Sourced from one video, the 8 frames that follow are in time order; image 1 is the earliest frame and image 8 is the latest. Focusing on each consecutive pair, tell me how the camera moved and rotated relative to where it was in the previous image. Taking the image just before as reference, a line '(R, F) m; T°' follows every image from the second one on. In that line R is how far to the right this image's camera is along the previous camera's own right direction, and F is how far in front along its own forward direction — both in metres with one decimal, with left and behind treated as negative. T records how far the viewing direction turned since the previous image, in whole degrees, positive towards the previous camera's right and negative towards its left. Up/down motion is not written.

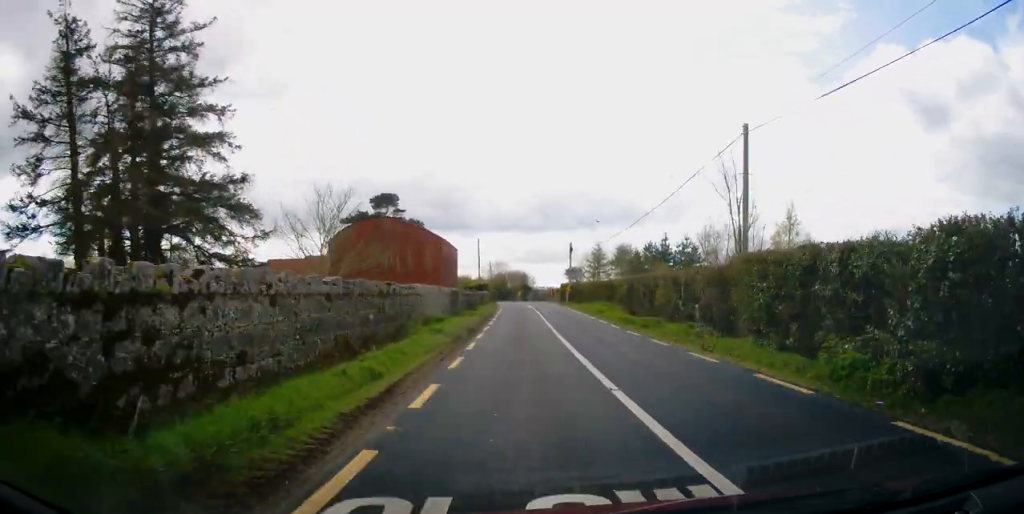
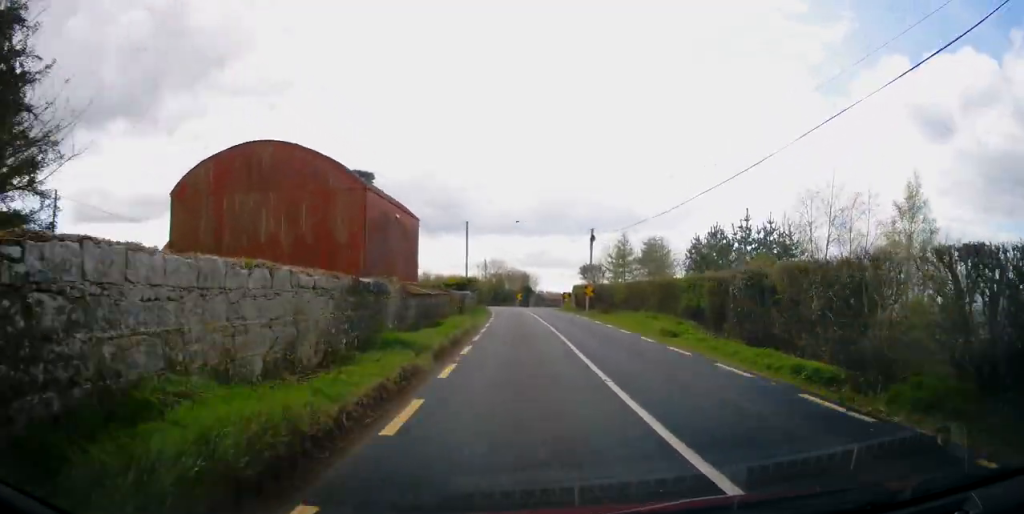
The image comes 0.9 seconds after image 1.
(+0.1, +17.7) m; +1°
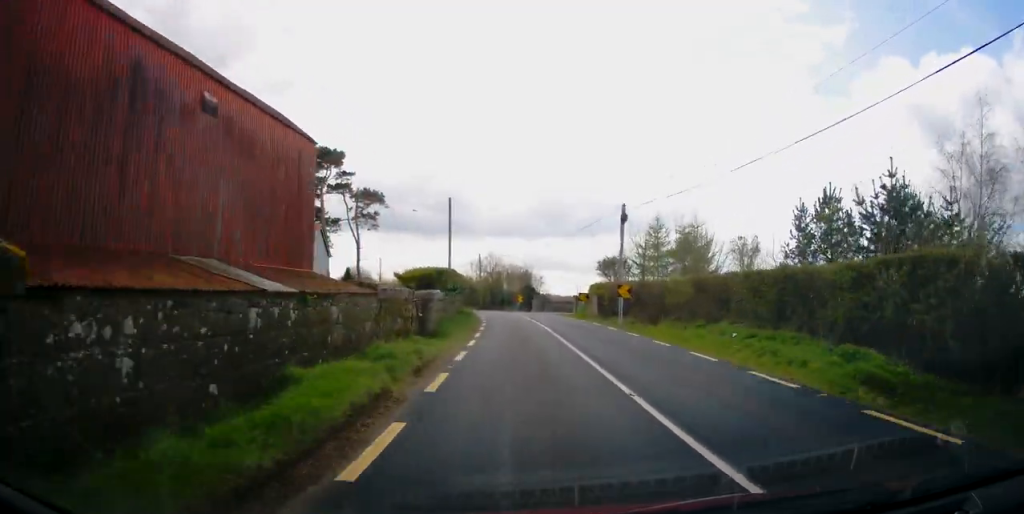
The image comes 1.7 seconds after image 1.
(+0.1, +13.7) m; 0°
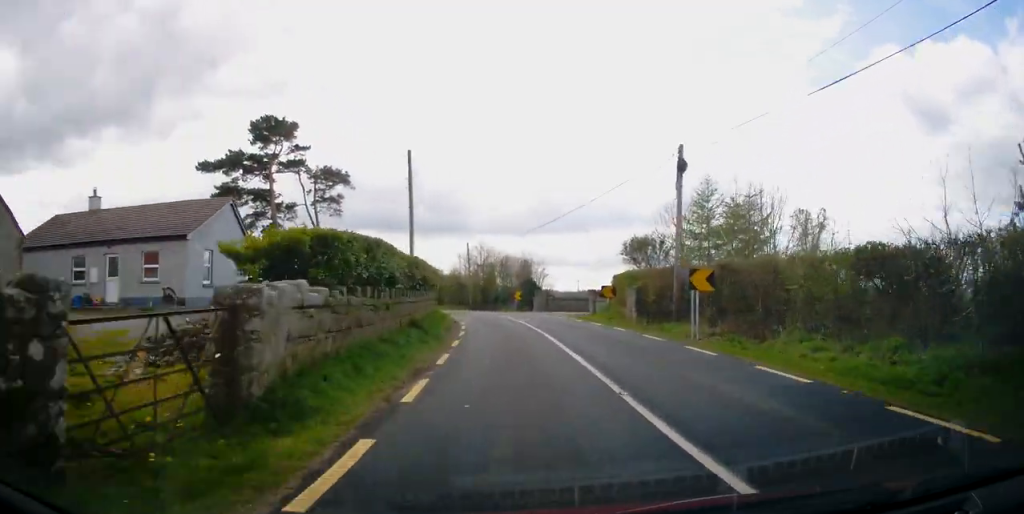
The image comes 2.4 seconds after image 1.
(+0.1, +12.9) m; -1°
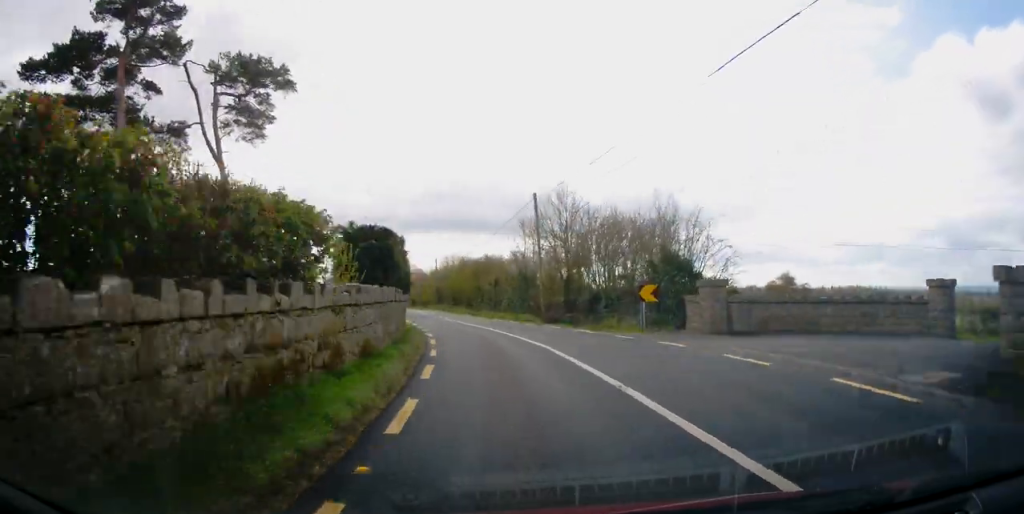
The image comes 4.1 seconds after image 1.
(-0.9, +30.6) m; -5°
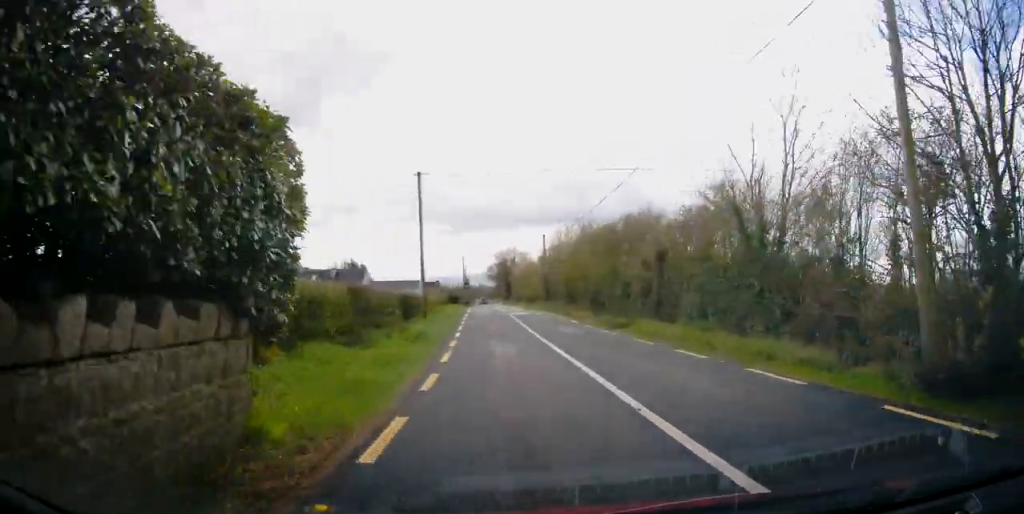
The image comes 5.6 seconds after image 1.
(-1.7, +25.2) m; -10°
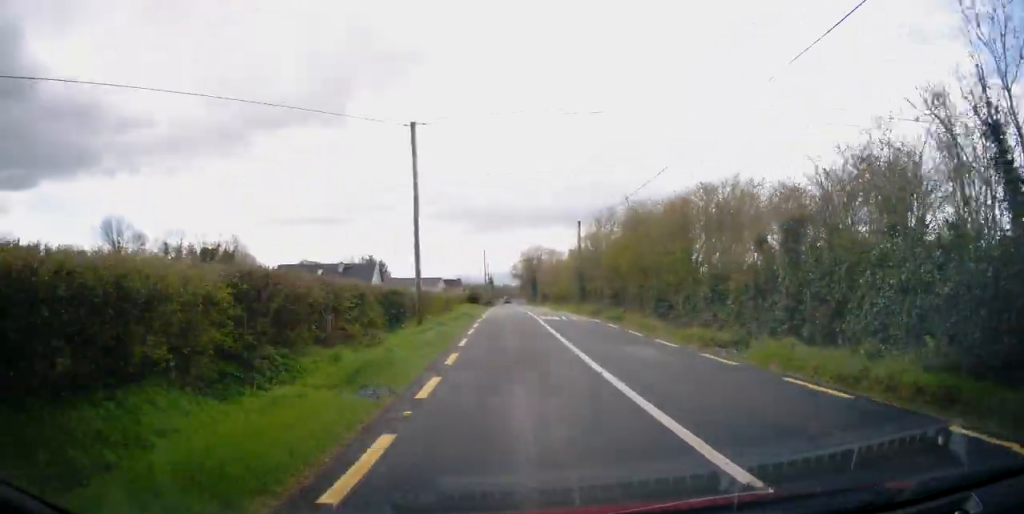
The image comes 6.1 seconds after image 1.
(-0.5, +9.1) m; -3°
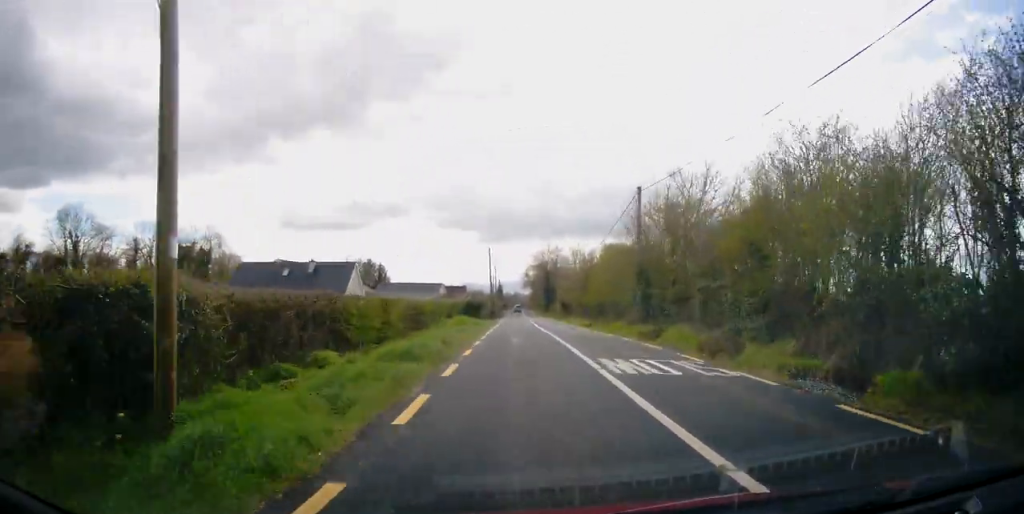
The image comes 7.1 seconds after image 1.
(-0.7, +17.4) m; -3°
